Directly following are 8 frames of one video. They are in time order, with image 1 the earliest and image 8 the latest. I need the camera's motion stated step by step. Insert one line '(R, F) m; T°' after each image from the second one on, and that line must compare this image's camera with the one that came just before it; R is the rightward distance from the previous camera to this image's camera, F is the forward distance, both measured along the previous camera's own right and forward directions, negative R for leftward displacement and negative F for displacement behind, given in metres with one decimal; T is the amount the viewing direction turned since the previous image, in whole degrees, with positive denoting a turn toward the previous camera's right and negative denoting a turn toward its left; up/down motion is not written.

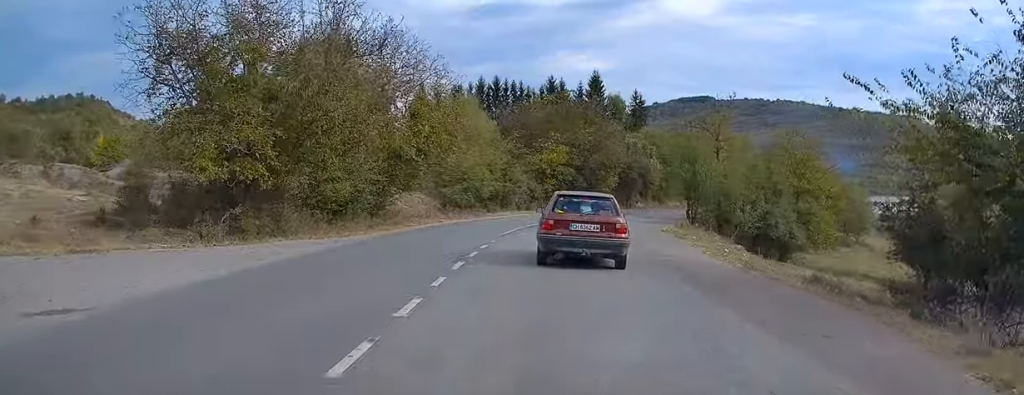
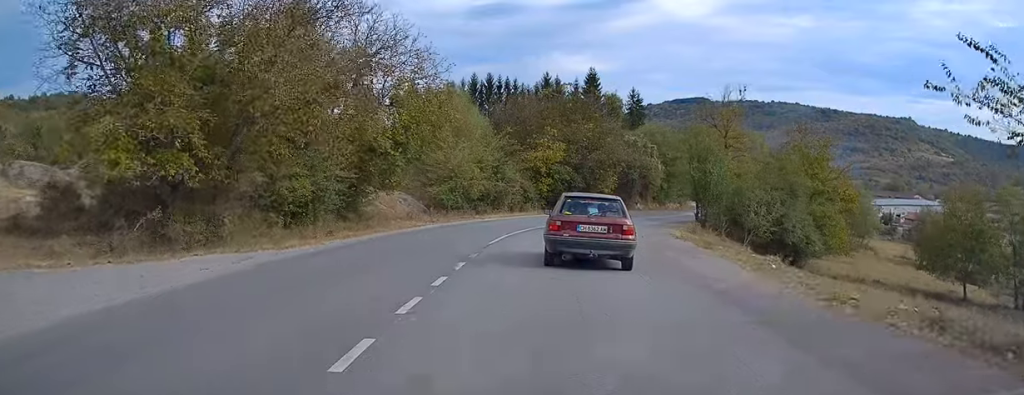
(-0.2, +4.5) m; 0°
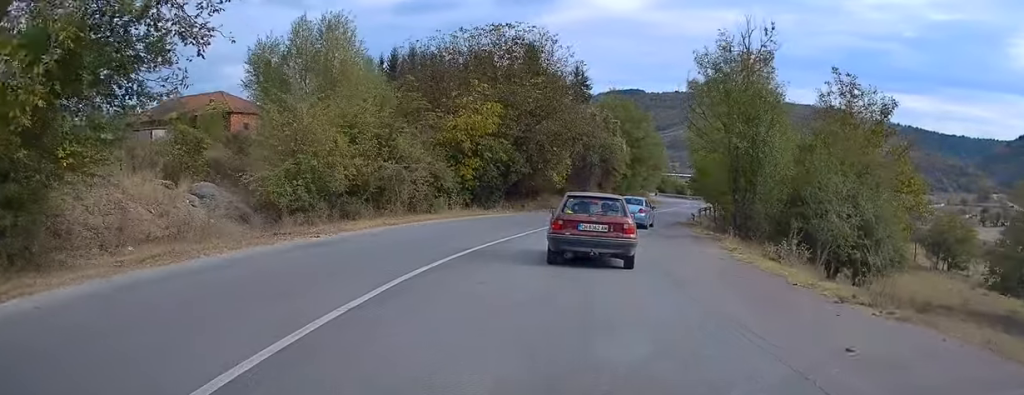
(+1.2, +20.1) m; +8°
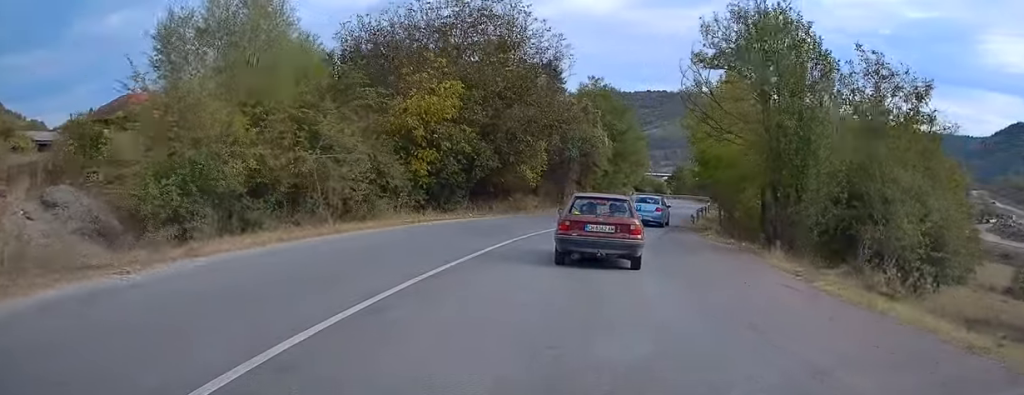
(+0.1, +7.0) m; +3°
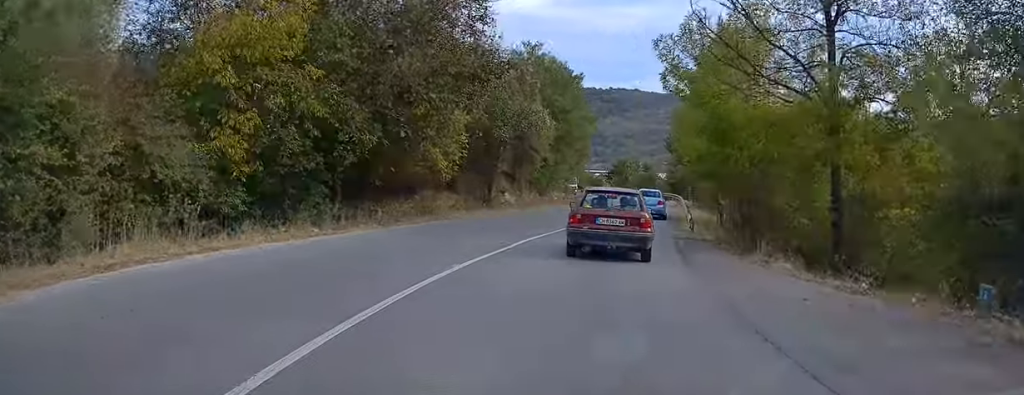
(+0.6, +13.5) m; +5°
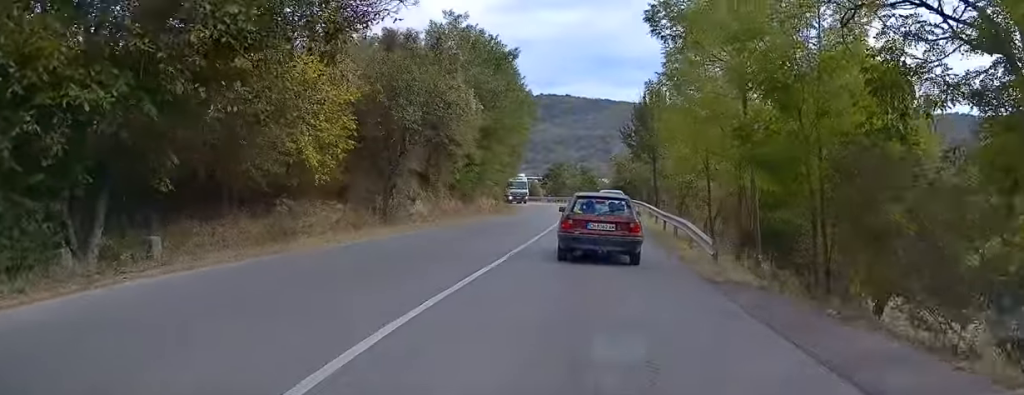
(+0.3, +10.4) m; +5°
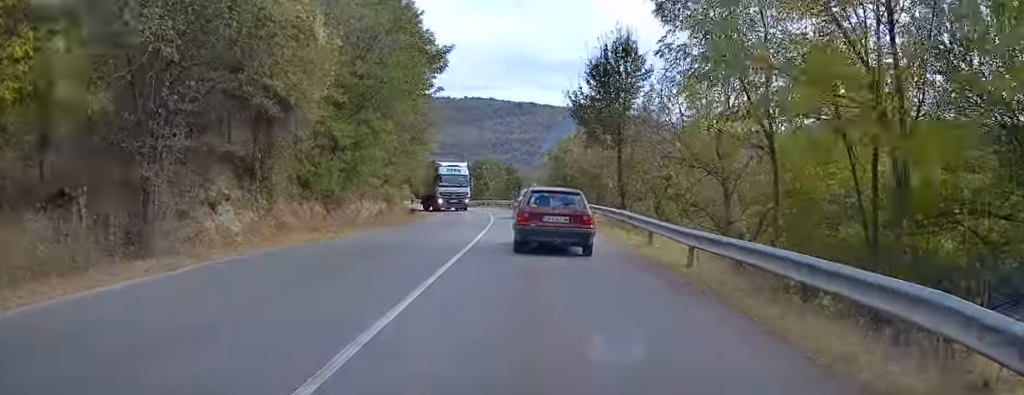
(+1.0, +14.2) m; +6°
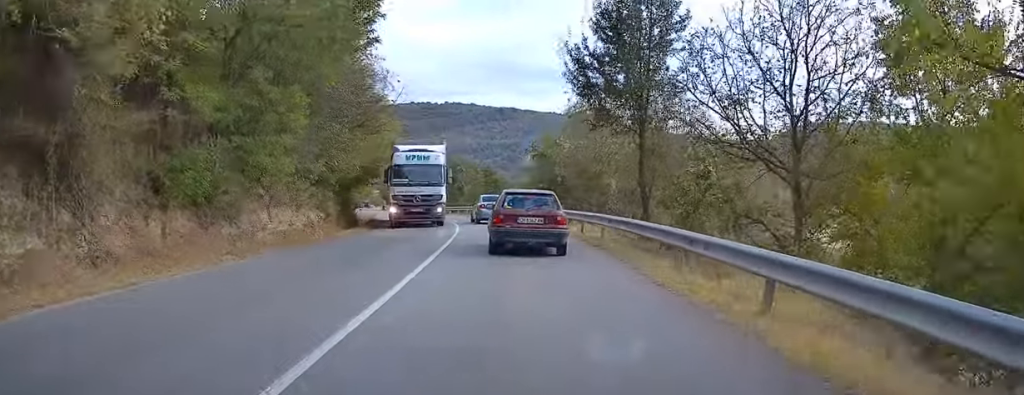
(+0.1, +9.1) m; +1°
